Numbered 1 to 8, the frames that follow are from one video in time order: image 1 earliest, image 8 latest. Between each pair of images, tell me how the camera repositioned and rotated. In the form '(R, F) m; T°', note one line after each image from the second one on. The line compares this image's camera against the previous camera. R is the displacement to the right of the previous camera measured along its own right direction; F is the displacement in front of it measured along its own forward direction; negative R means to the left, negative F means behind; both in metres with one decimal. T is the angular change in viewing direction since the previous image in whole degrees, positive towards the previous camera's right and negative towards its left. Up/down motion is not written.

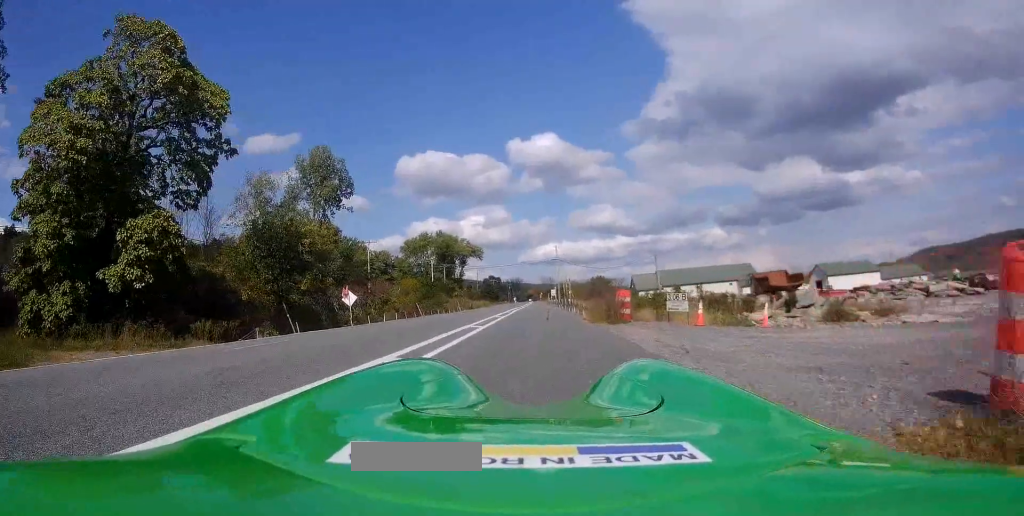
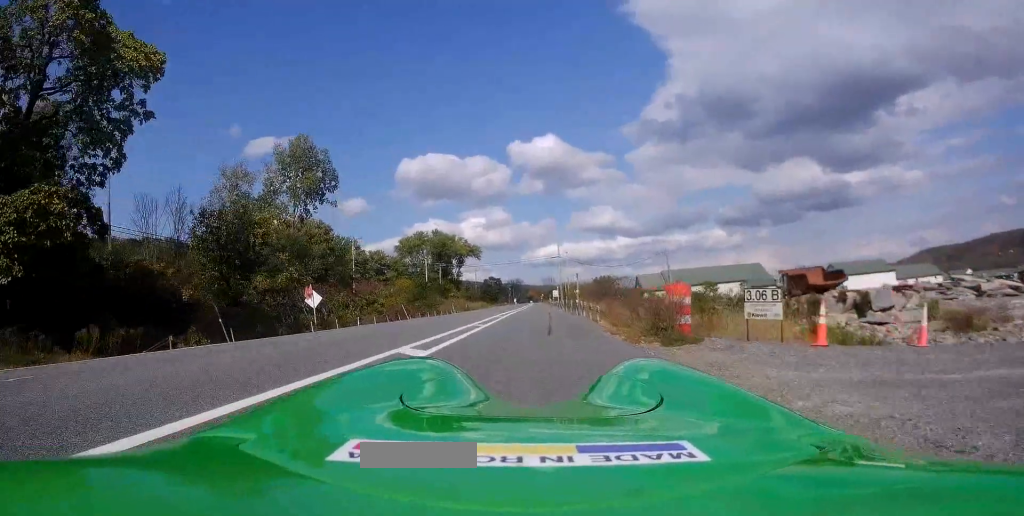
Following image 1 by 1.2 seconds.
(0.0, +7.9) m; 0°
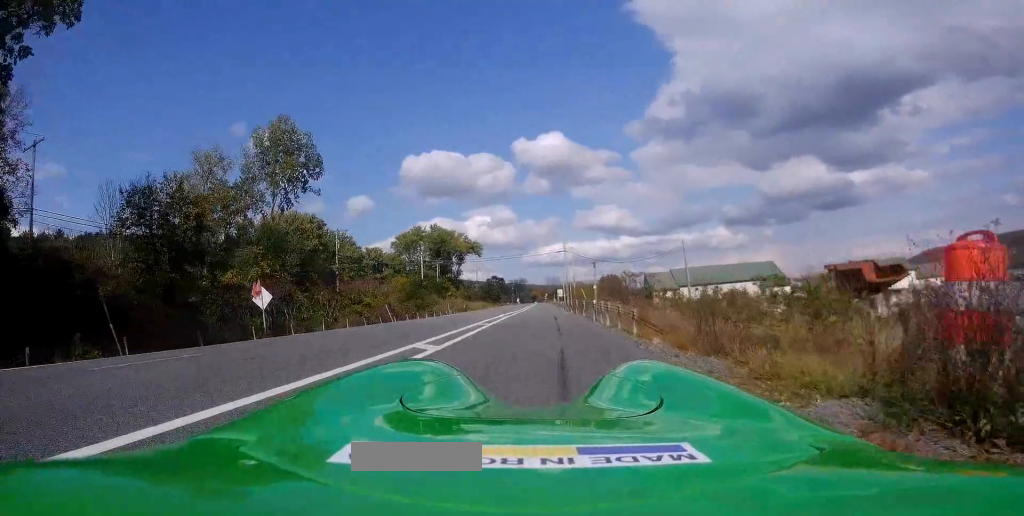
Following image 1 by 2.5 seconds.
(0.0, +7.9) m; 0°
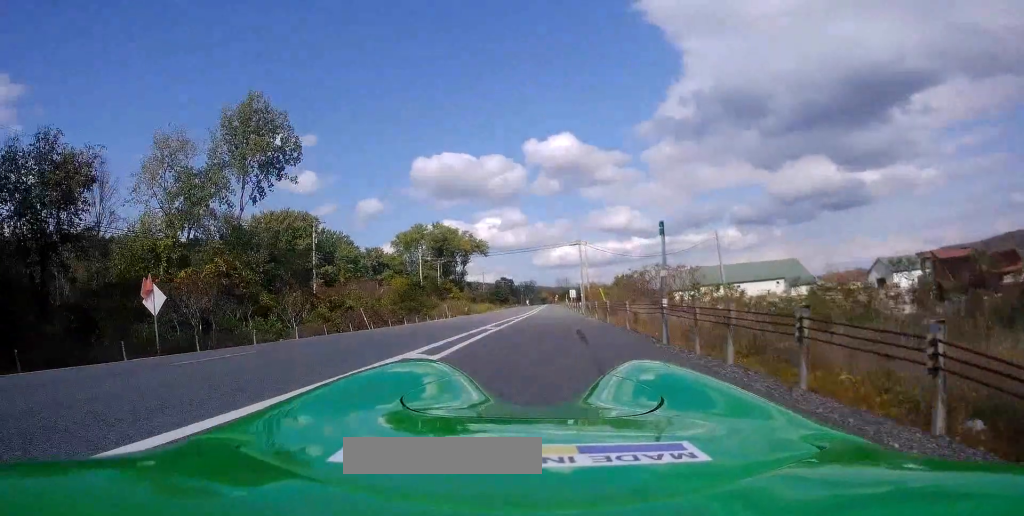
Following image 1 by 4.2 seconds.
(0.0, +10.7) m; 0°
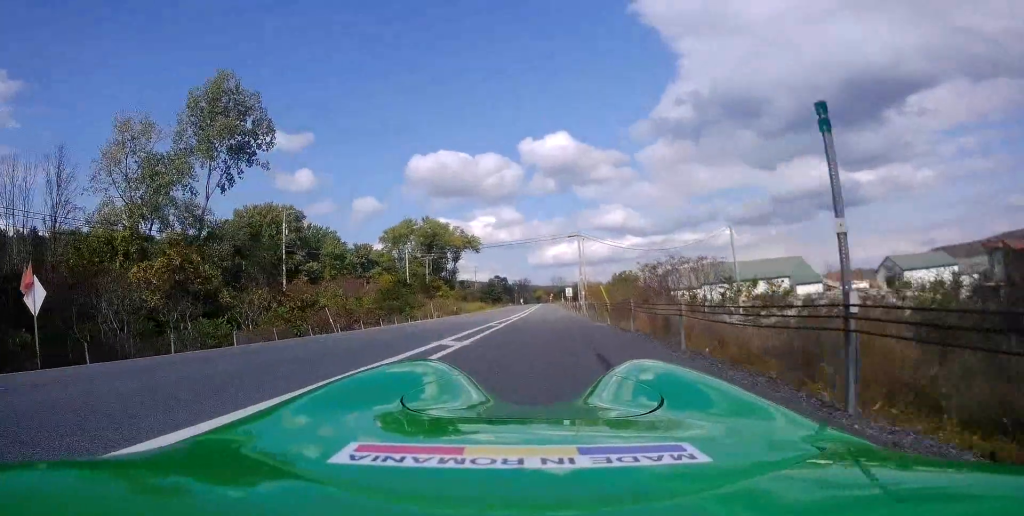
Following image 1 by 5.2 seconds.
(0.0, +6.8) m; 0°
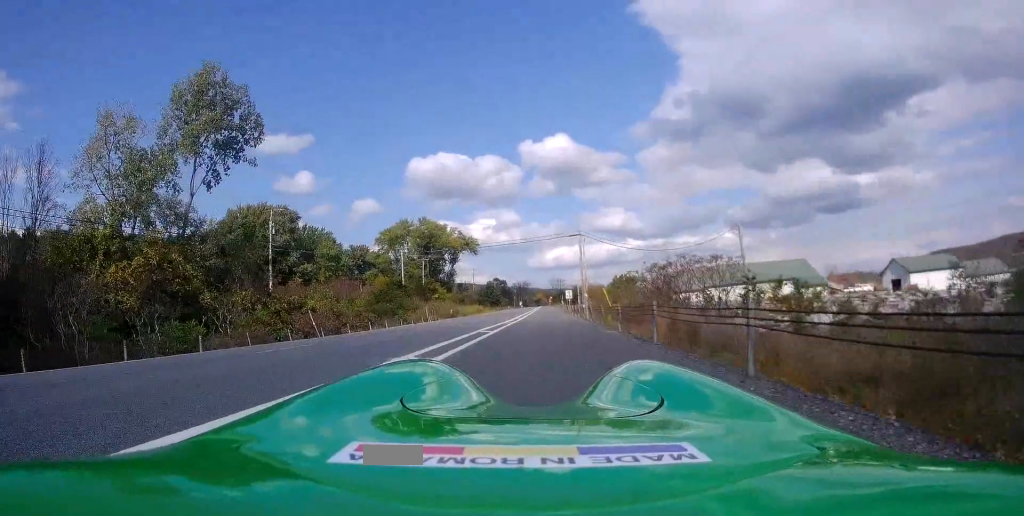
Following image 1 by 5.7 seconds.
(0.0, +3.0) m; +1°
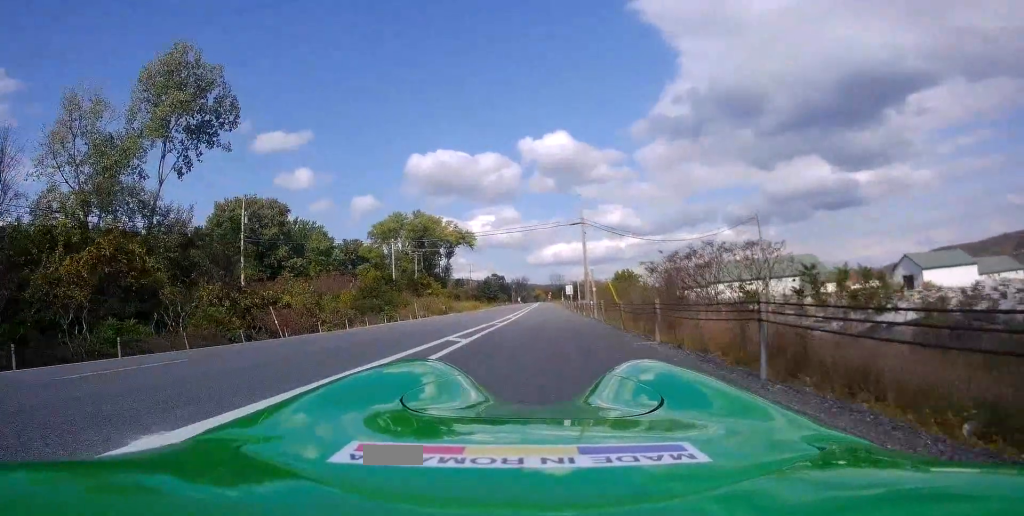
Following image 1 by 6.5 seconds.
(+0.1, +5.6) m; +2°
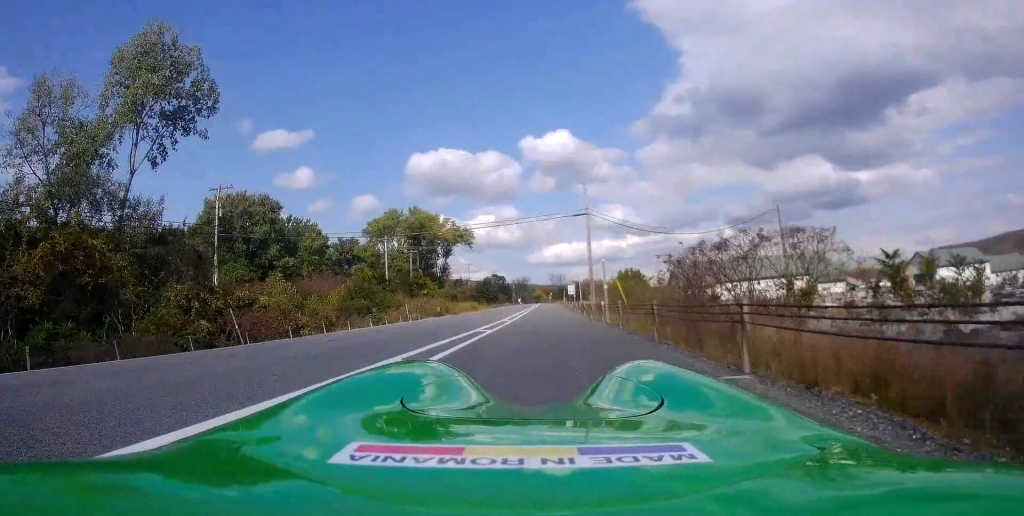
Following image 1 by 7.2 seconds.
(+0.3, +4.5) m; 0°
